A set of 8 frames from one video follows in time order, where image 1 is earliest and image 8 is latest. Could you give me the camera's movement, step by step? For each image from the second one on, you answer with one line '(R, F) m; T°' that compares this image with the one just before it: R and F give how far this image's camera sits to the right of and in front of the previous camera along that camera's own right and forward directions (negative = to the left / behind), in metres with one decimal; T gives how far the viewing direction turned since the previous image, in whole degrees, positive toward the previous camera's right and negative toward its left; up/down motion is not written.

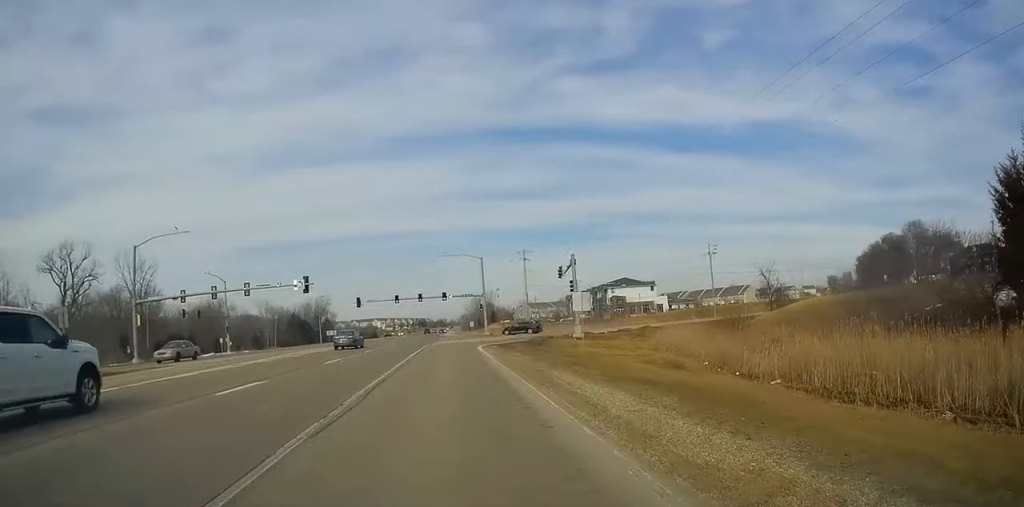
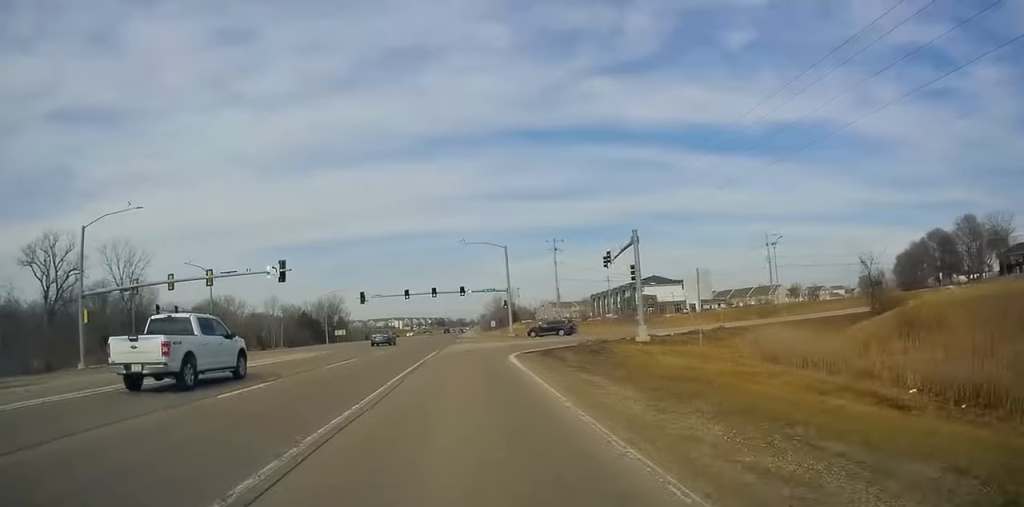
(-0.4, +13.3) m; -3°
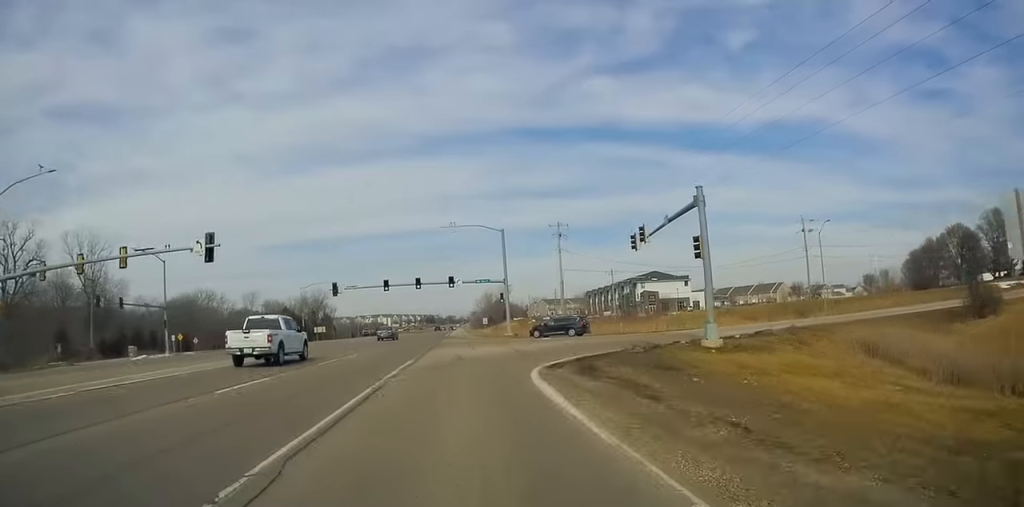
(-0.3, +12.3) m; +1°
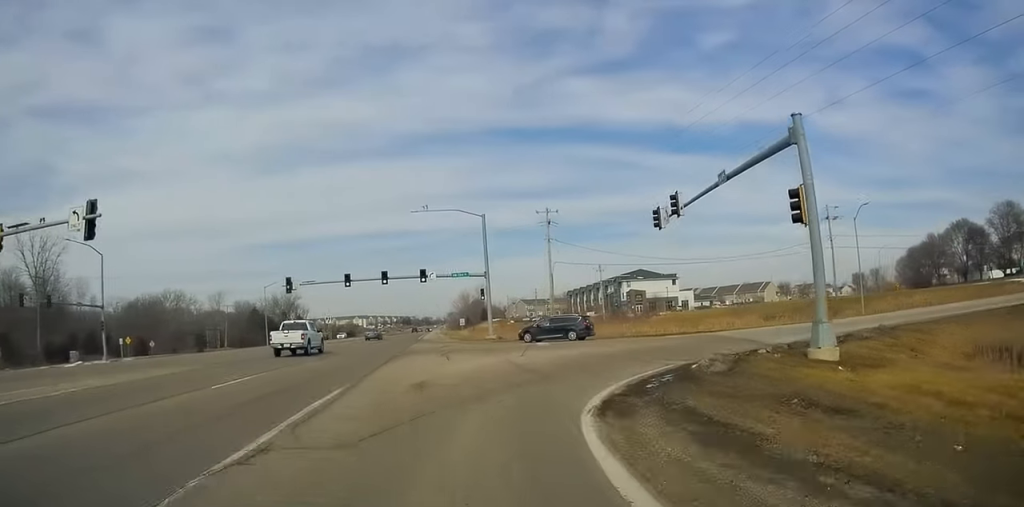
(+0.5, +10.1) m; +2°
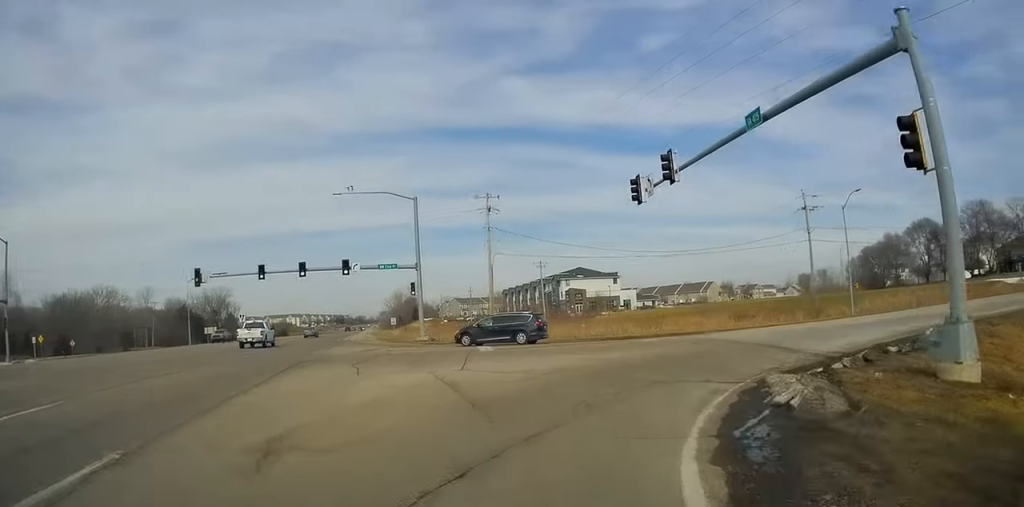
(+0.1, +7.9) m; +5°
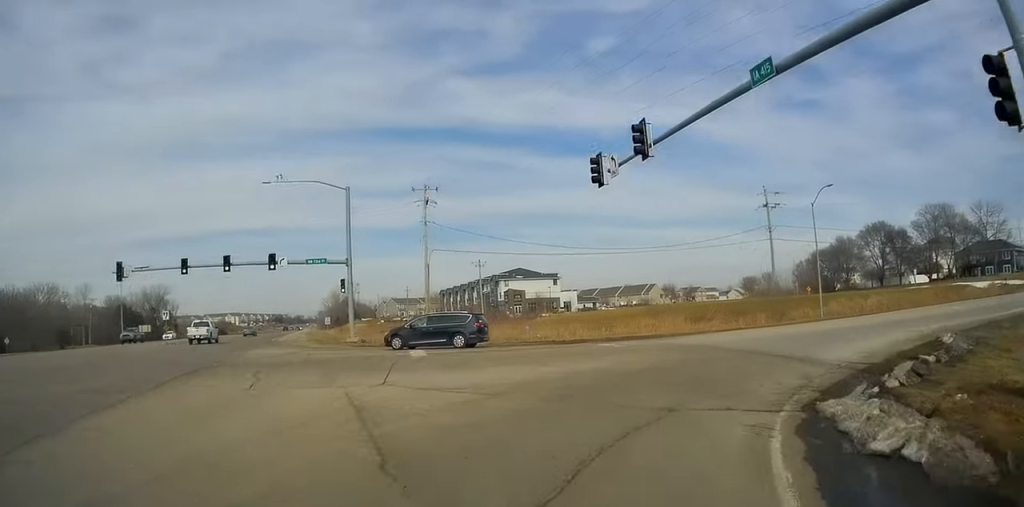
(-0.5, +4.1) m; +4°
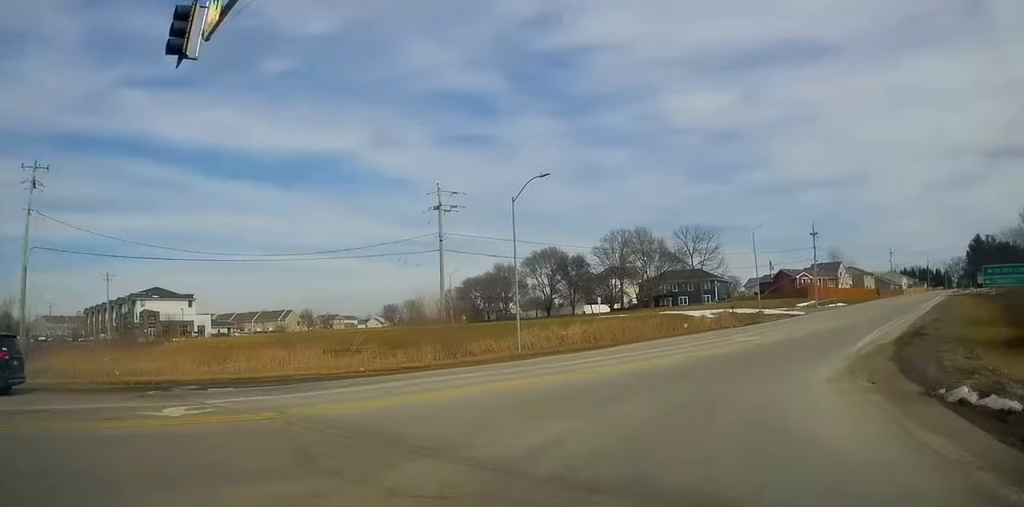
(+4.1, +12.2) m; +37°
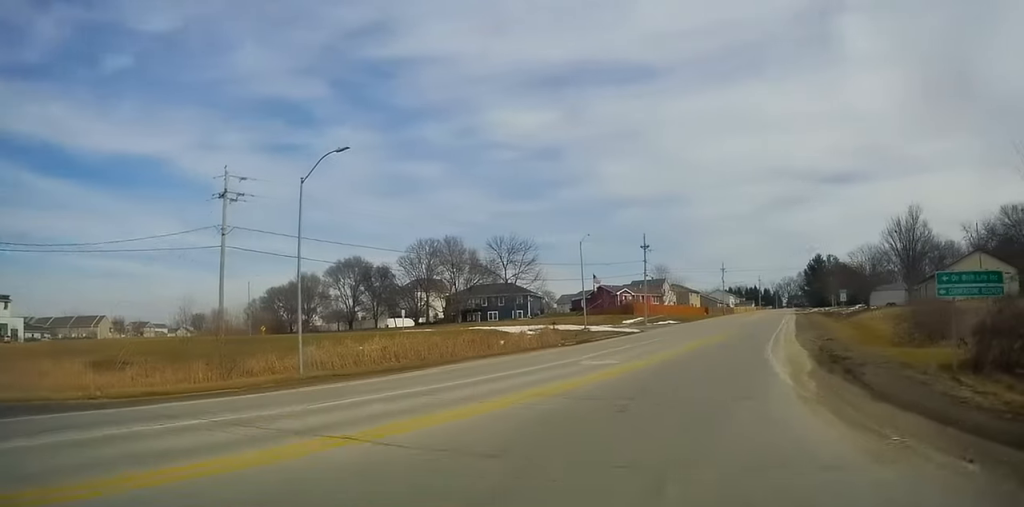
(+1.1, +6.2) m; +22°
